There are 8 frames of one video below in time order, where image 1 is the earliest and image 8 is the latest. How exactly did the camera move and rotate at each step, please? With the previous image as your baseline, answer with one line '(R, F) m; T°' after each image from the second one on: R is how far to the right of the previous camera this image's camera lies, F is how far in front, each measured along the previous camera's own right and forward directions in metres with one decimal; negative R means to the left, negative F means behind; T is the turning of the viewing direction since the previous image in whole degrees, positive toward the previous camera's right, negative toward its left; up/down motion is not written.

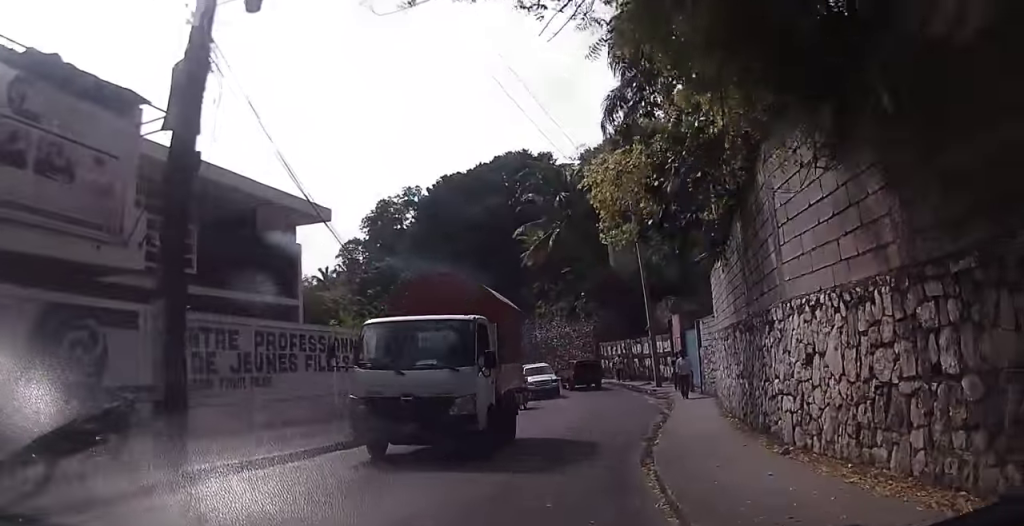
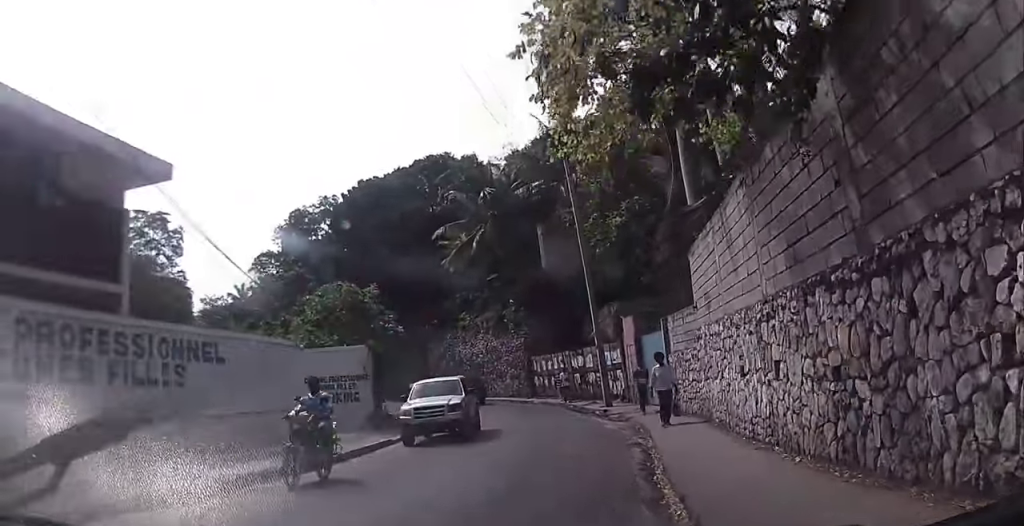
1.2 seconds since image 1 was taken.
(+0.1, +7.2) m; +5°
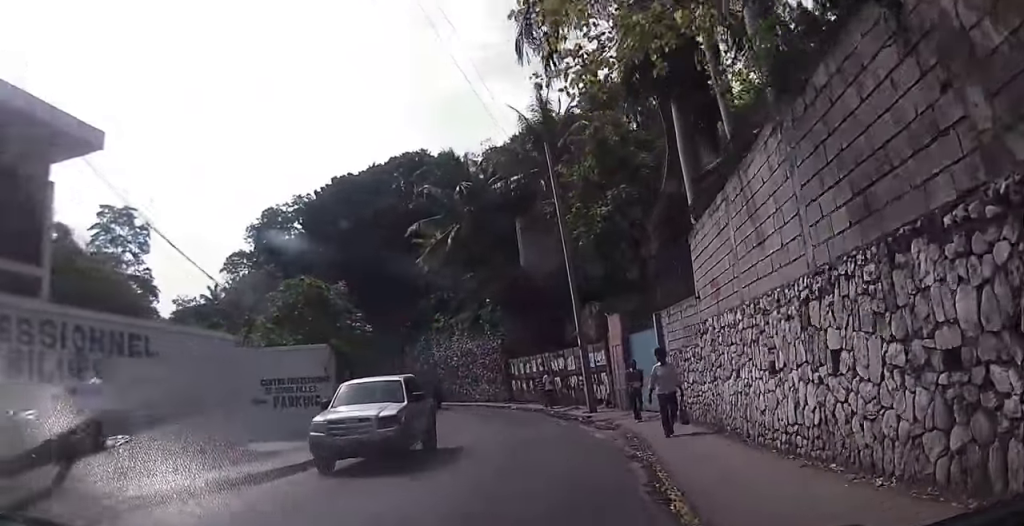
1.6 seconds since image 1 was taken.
(-0.2, +2.3) m; +3°
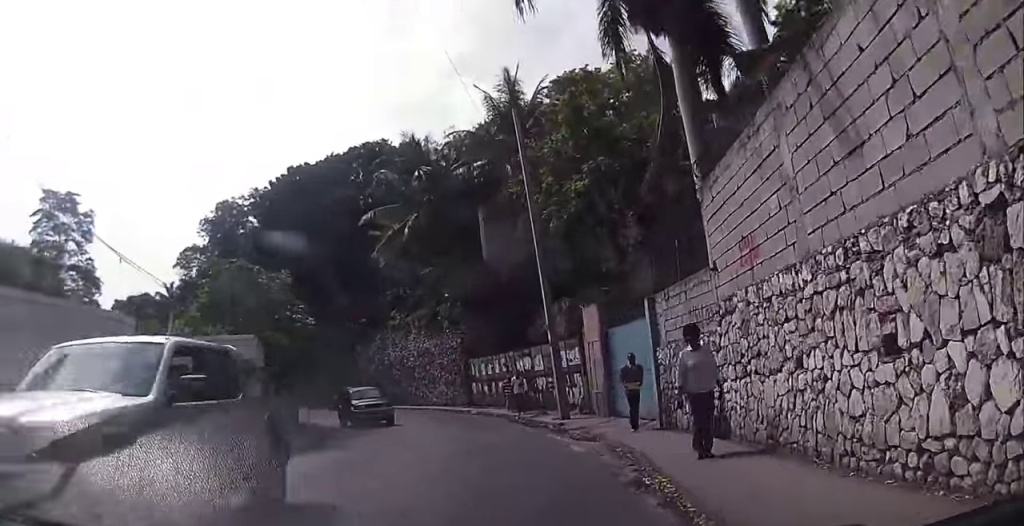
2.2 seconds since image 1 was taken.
(+0.4, +3.7) m; +7°
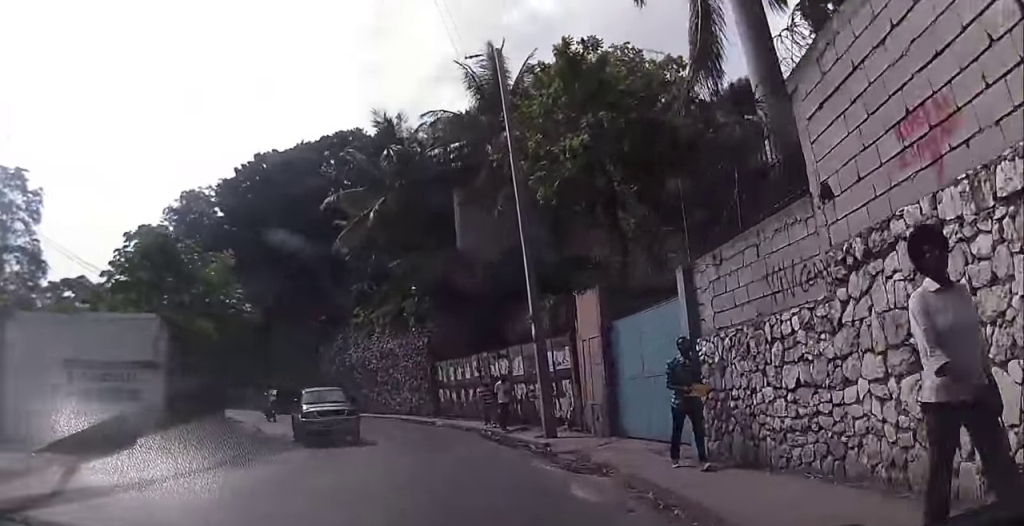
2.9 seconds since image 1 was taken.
(+0.3, +4.6) m; +7°
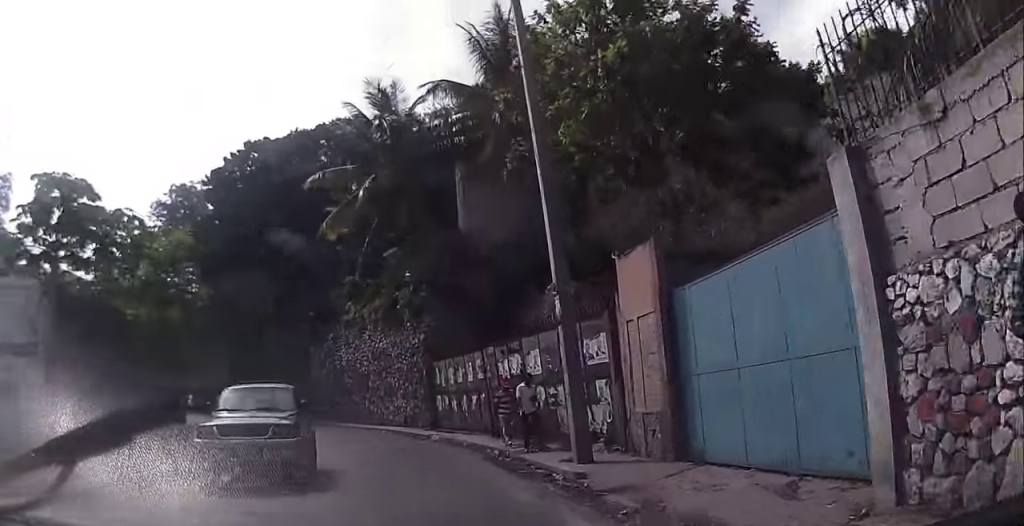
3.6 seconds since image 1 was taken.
(+0.3, +4.7) m; +4°
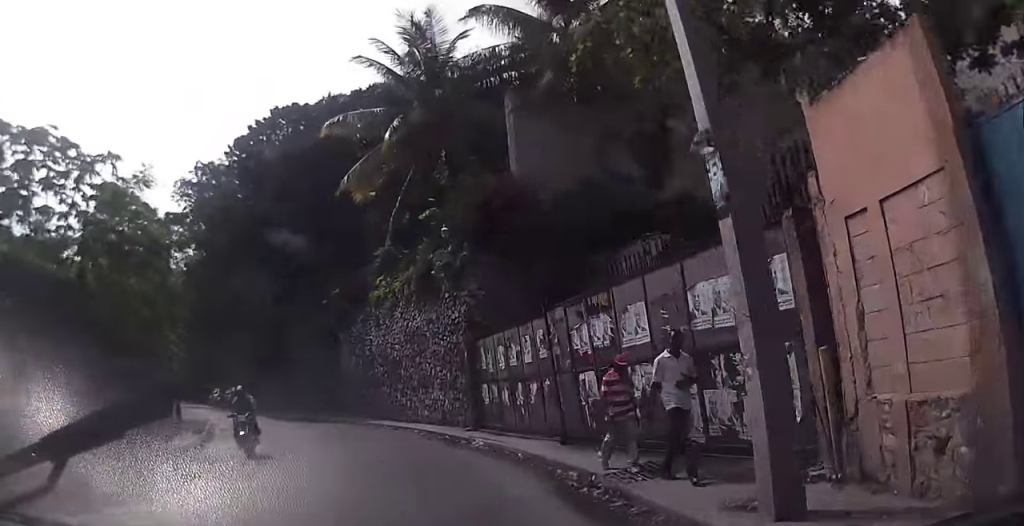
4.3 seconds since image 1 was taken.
(+0.1, +6.2) m; -6°
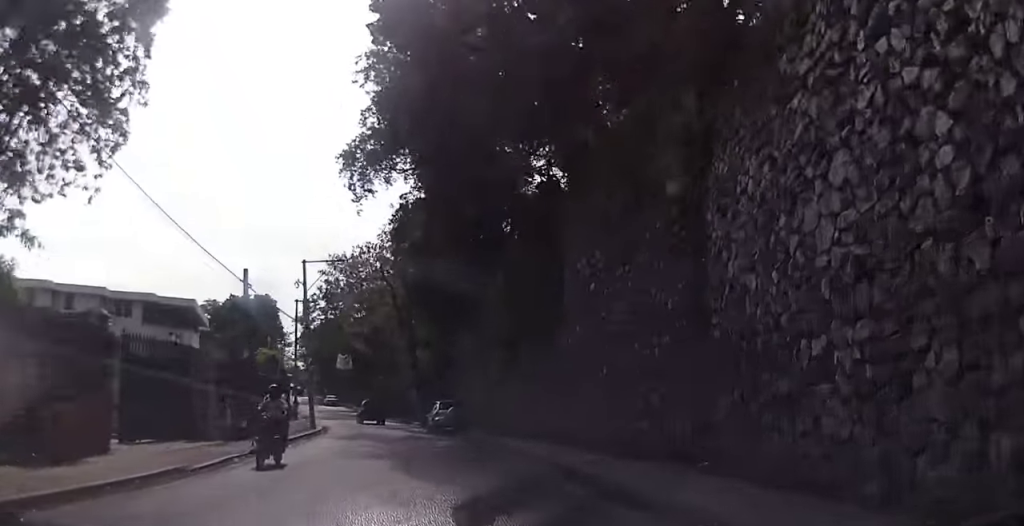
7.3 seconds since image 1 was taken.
(-4.7, +29.9) m; -15°
